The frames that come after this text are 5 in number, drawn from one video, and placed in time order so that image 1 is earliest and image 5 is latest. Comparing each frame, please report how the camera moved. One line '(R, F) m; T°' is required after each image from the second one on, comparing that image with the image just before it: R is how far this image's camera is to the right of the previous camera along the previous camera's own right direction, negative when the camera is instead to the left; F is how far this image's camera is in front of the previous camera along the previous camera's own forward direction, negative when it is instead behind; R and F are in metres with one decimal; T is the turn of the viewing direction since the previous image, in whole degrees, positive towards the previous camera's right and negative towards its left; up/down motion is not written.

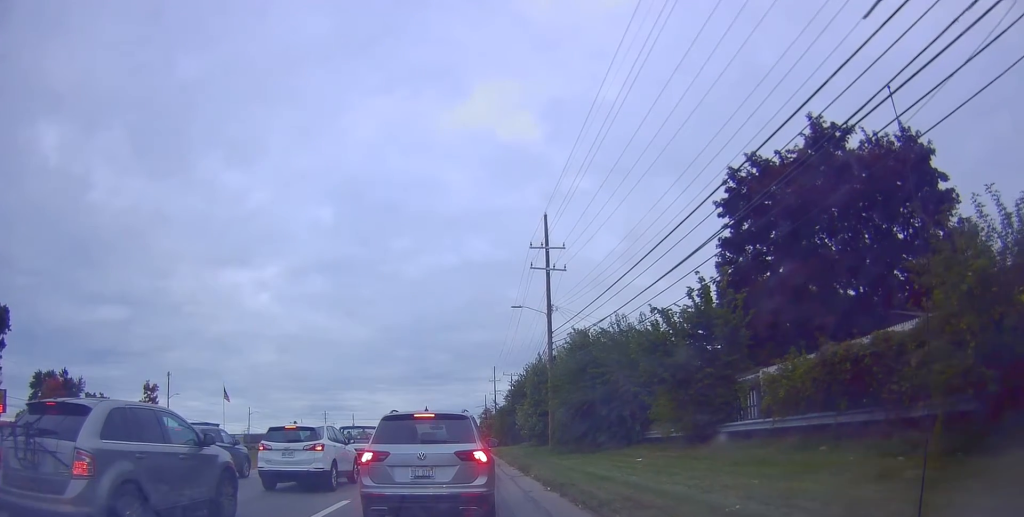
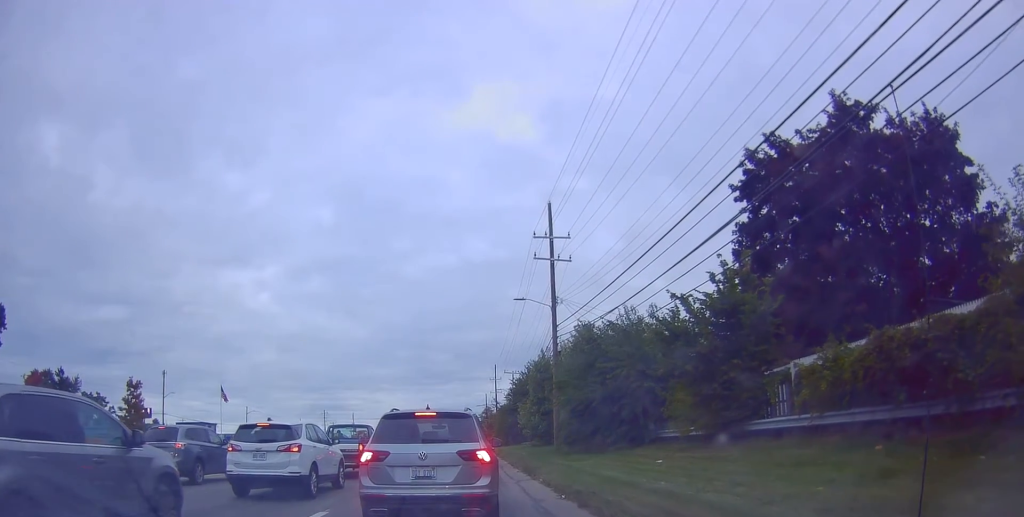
(0.0, +2.1) m; -2°
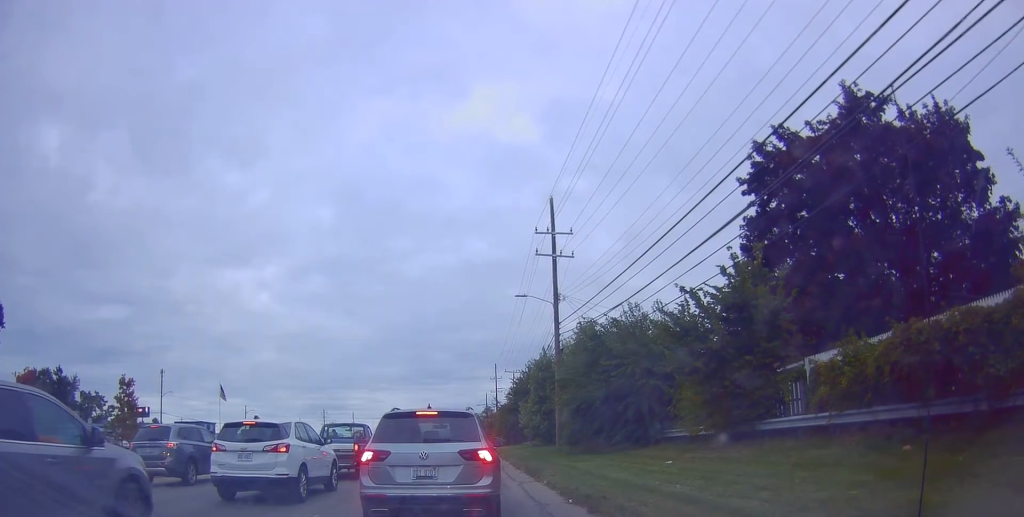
(+0.3, +0.7) m; 0°
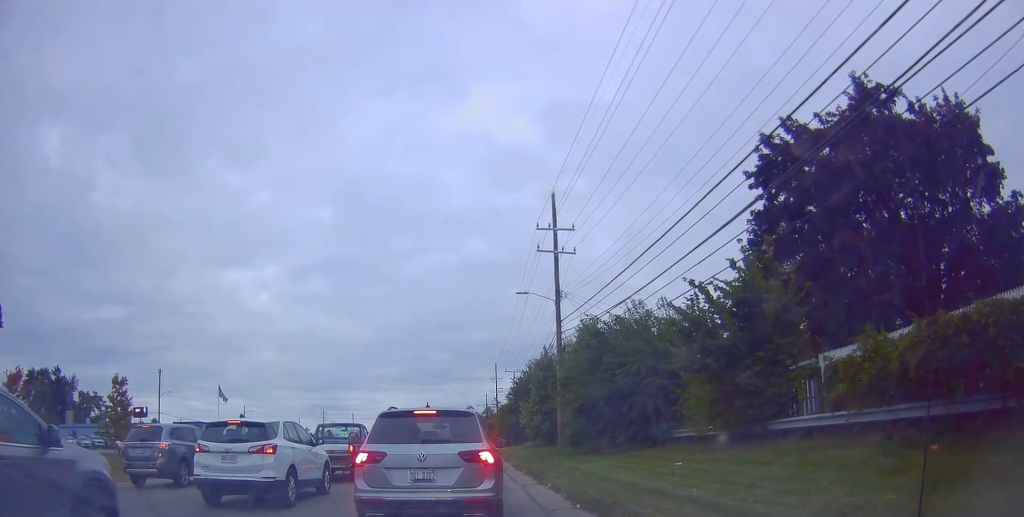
(+0.7, +1.0) m; 0°
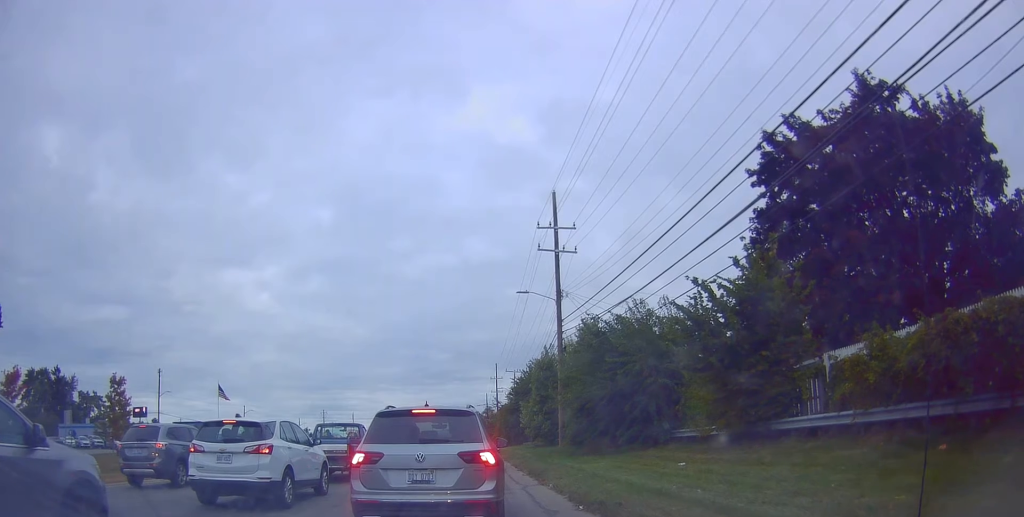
(+0.4, +0.8) m; 0°
